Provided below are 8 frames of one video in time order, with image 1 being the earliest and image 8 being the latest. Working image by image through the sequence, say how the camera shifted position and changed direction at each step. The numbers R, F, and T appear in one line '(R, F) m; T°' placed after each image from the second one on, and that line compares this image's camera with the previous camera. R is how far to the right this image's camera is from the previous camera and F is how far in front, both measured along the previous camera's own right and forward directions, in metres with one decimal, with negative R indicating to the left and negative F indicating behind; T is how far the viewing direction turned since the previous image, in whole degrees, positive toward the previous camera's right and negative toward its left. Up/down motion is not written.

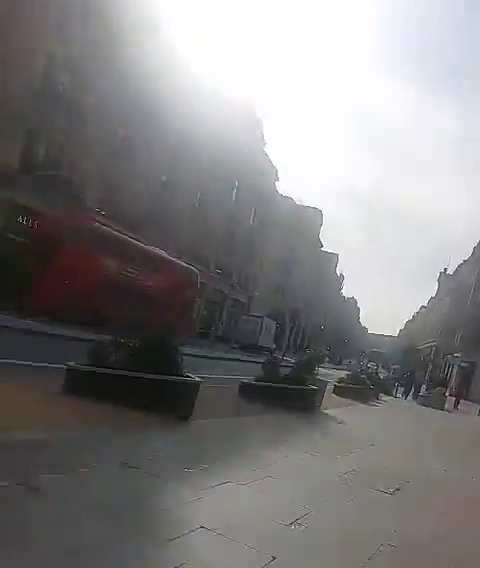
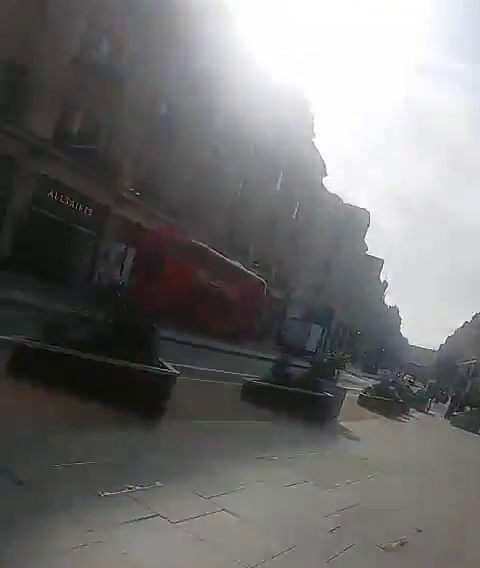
(-0.1, +1.9) m; -3°
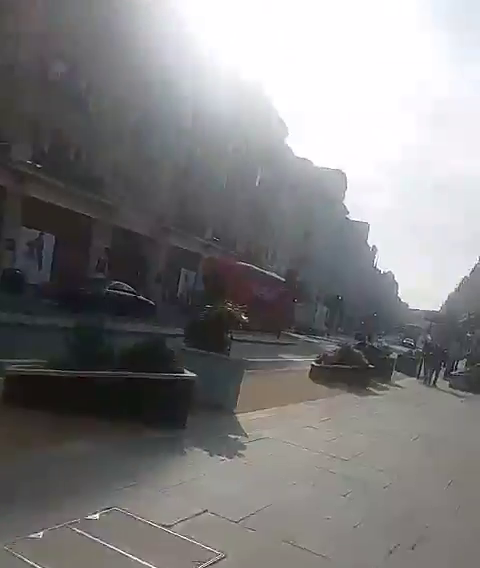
(-0.1, +6.1) m; 0°
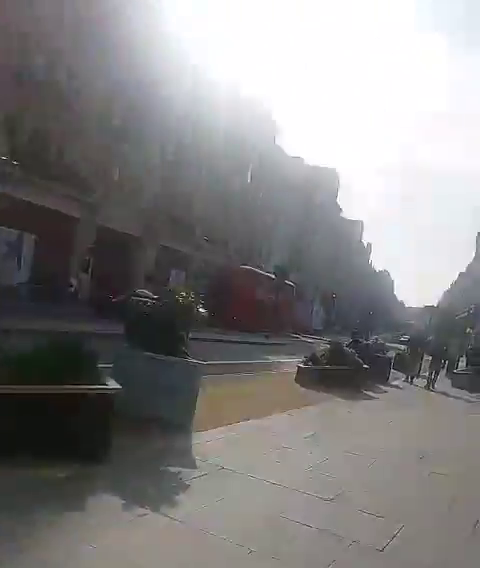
(0.0, +1.4) m; +2°
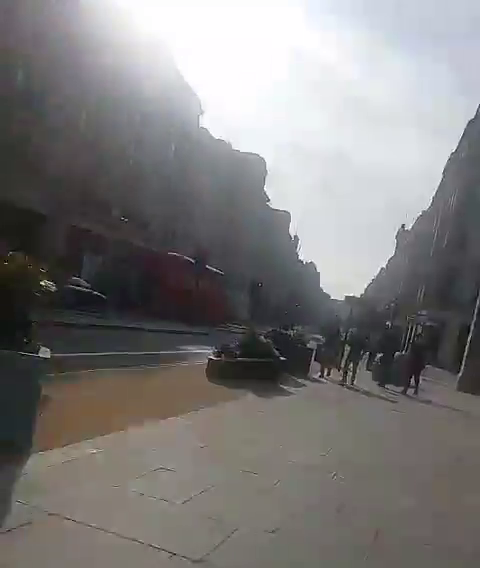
(0.0, +1.3) m; +2°
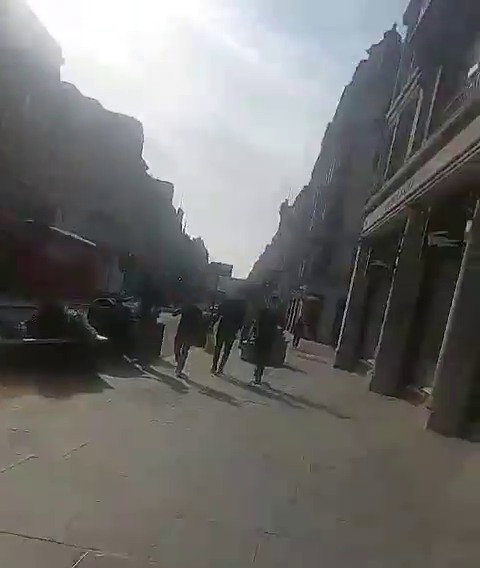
(+0.2, +3.0) m; +4°
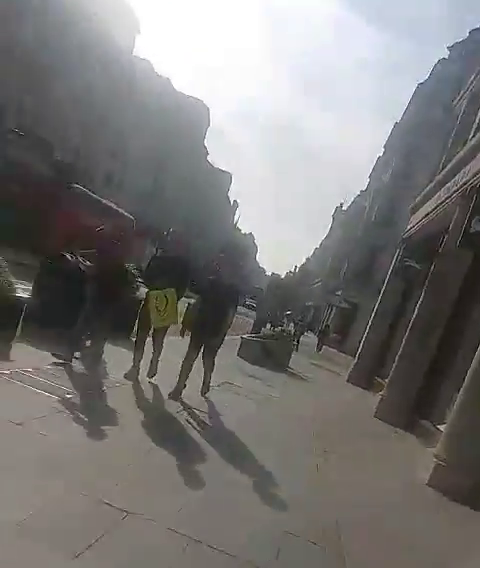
(0.0, +2.6) m; +3°
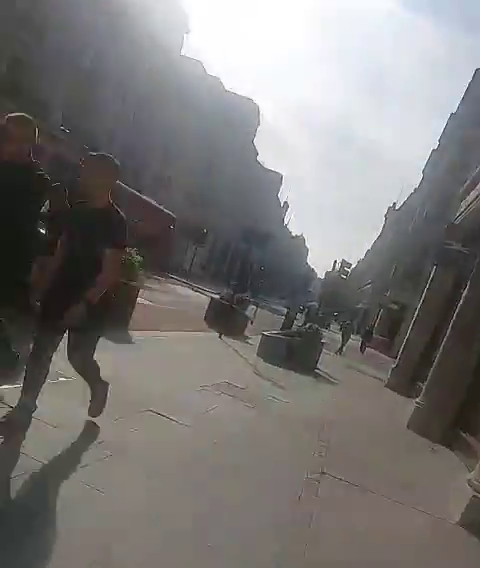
(+0.2, +1.8) m; -2°
